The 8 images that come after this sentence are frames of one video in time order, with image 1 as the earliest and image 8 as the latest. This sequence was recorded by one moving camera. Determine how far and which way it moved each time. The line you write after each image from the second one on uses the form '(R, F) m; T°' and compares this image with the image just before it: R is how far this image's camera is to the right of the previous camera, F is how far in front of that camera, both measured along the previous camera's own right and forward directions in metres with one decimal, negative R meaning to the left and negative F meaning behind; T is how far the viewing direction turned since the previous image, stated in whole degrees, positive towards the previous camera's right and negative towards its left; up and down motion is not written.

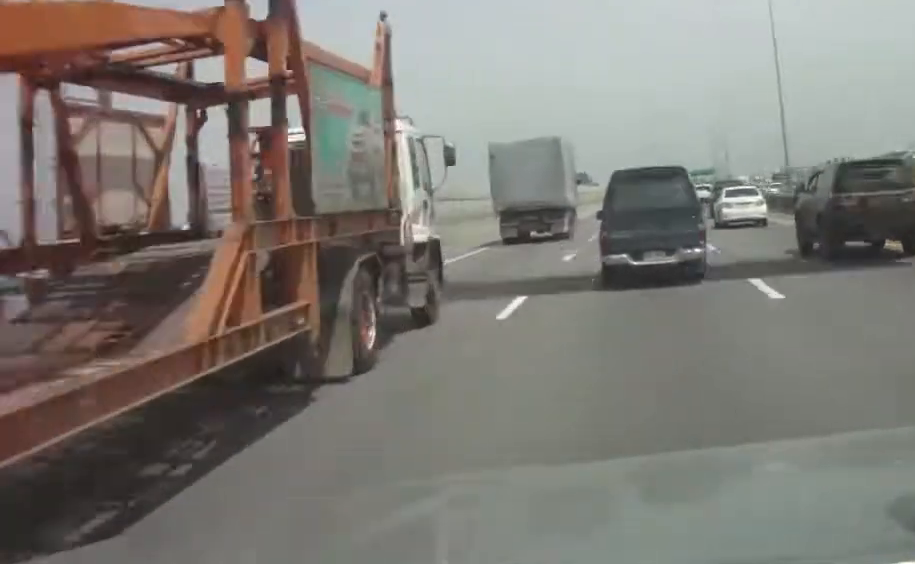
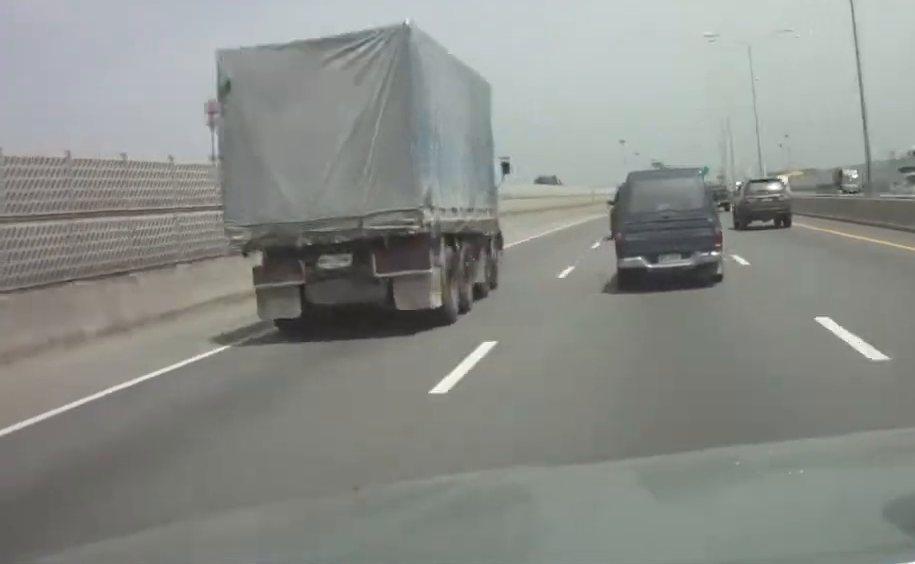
(+1.1, +77.3) m; +2°
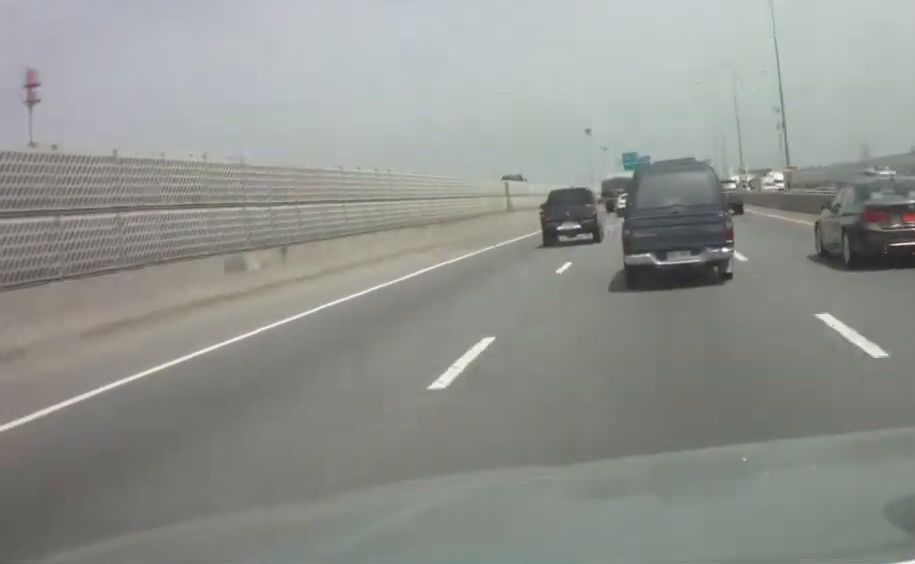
(+1.1, +60.5) m; +2°
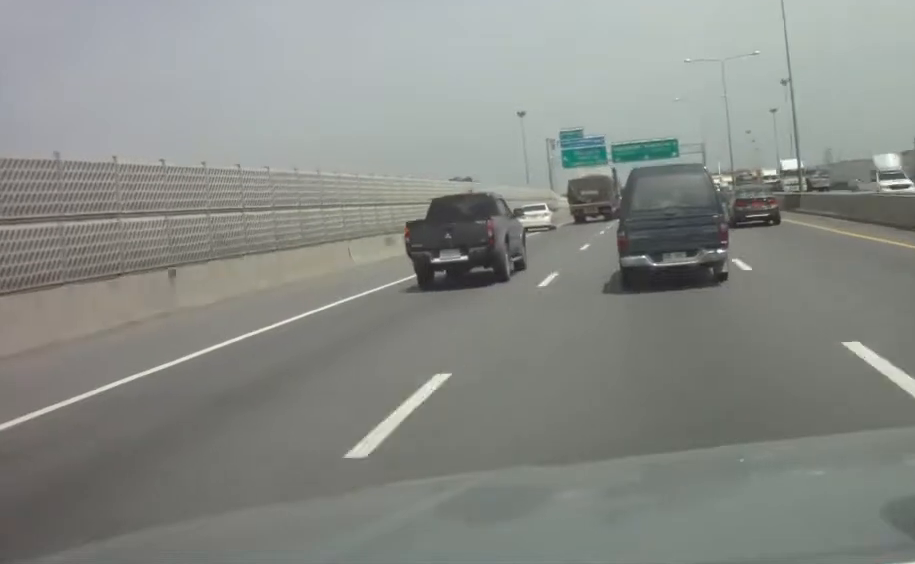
(+1.3, +85.8) m; +2°
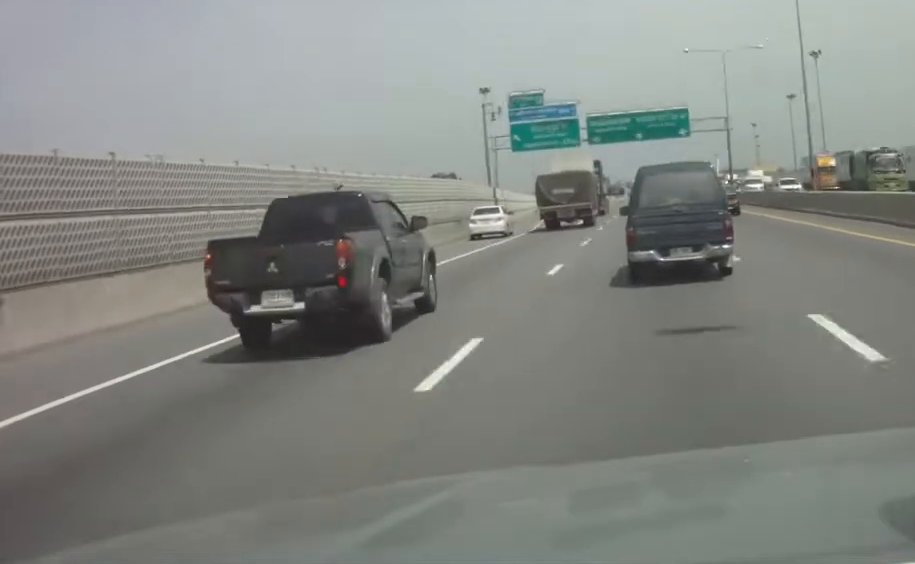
(+0.3, +46.3) m; 0°
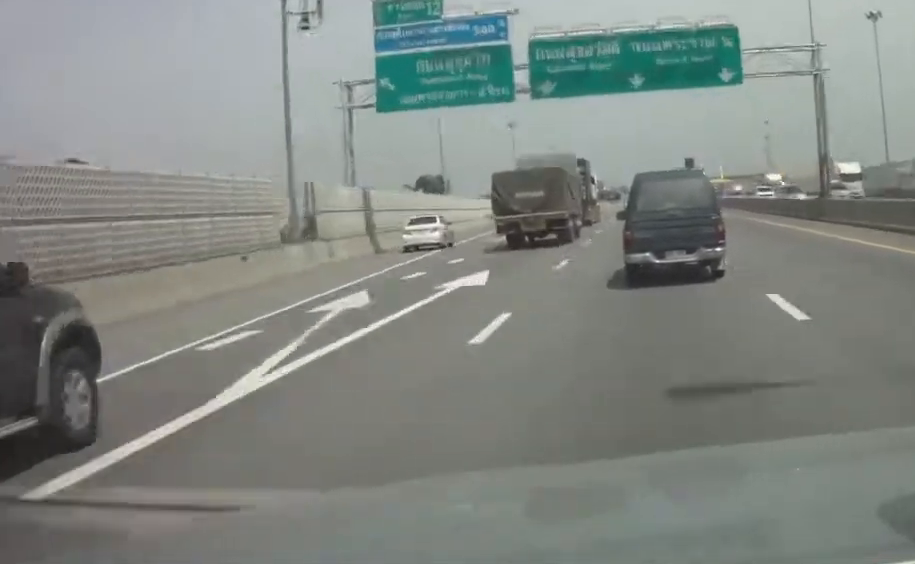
(+0.2, +44.8) m; 0°
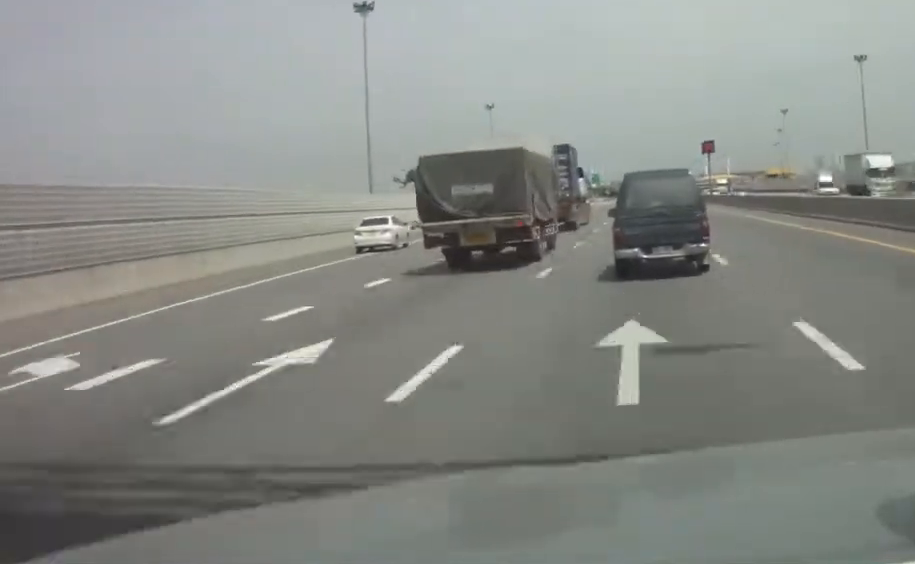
(-0.2, +38.5) m; 0°
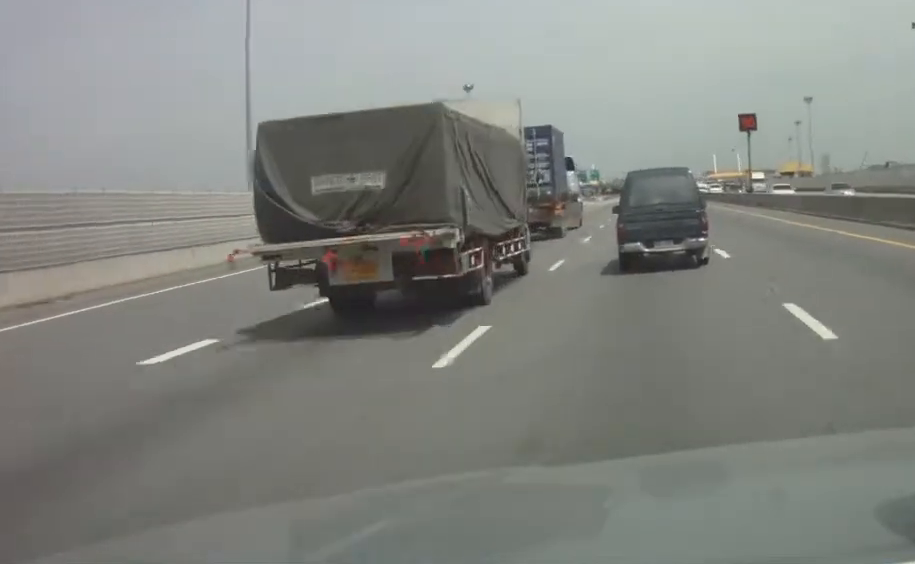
(+0.1, +34.9) m; 0°
